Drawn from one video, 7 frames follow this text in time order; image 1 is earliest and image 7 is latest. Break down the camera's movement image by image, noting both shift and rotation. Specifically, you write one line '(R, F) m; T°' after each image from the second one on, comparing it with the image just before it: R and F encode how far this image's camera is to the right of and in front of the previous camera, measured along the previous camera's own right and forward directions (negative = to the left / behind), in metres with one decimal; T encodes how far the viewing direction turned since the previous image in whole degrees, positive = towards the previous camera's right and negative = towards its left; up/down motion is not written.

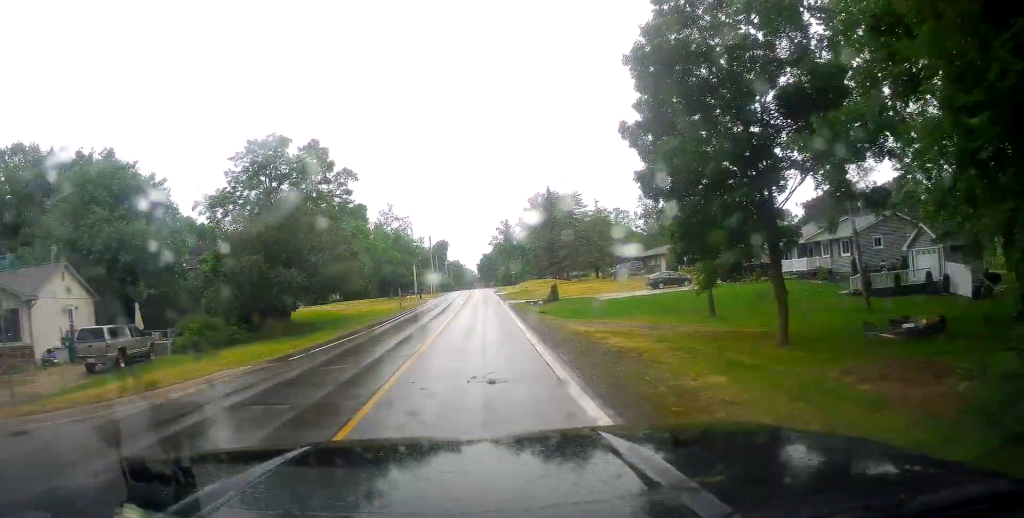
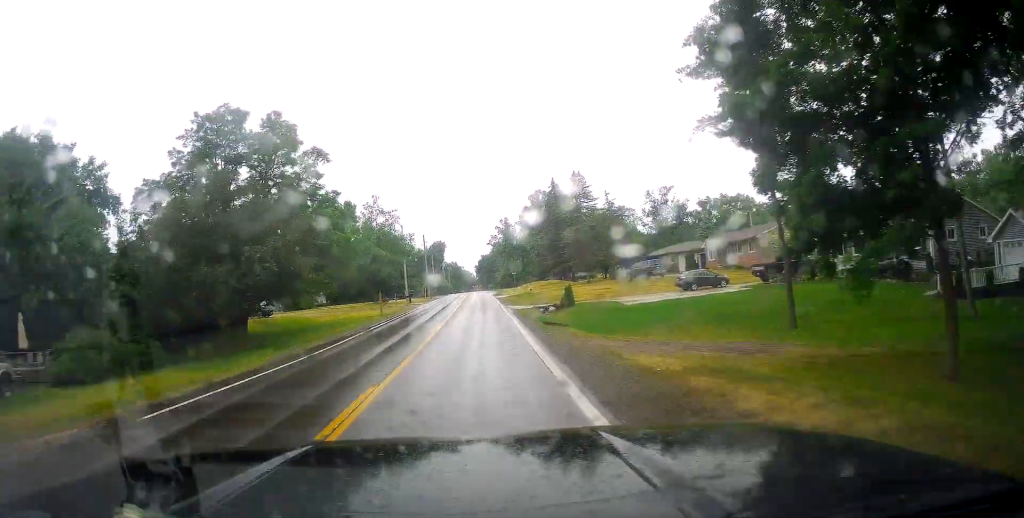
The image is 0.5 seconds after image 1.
(+0.3, +9.0) m; +1°
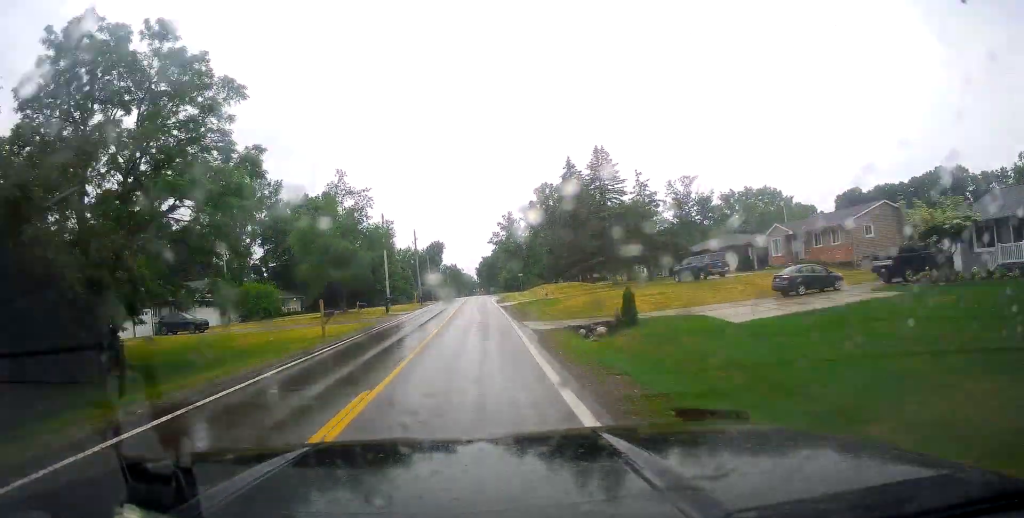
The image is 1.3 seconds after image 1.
(-0.1, +16.0) m; 0°
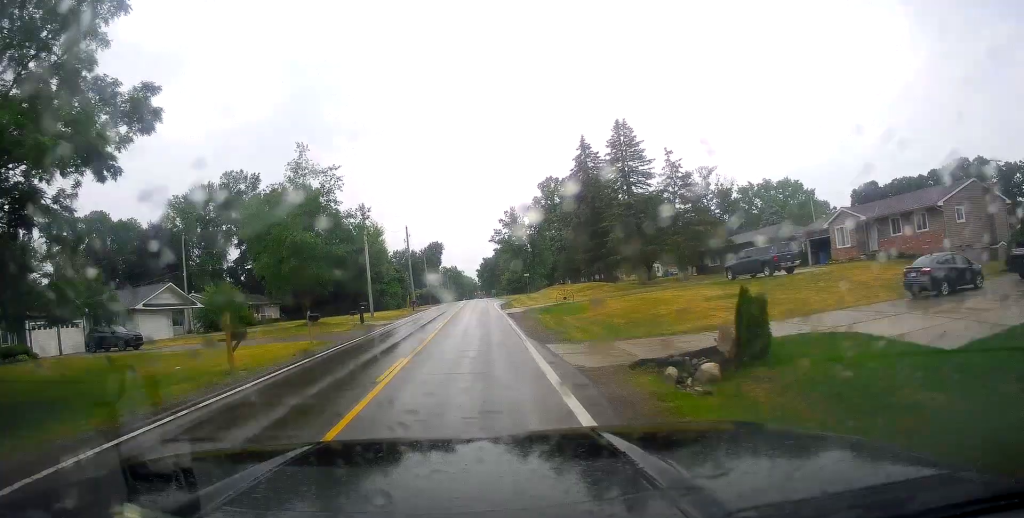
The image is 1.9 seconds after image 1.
(-0.1, +10.8) m; 0°
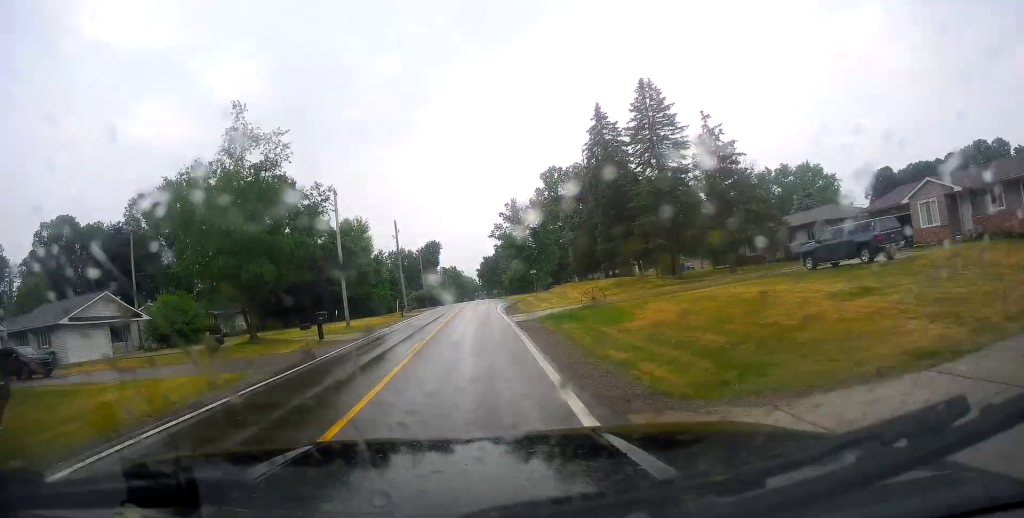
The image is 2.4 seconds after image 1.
(+0.2, +10.0) m; +1°
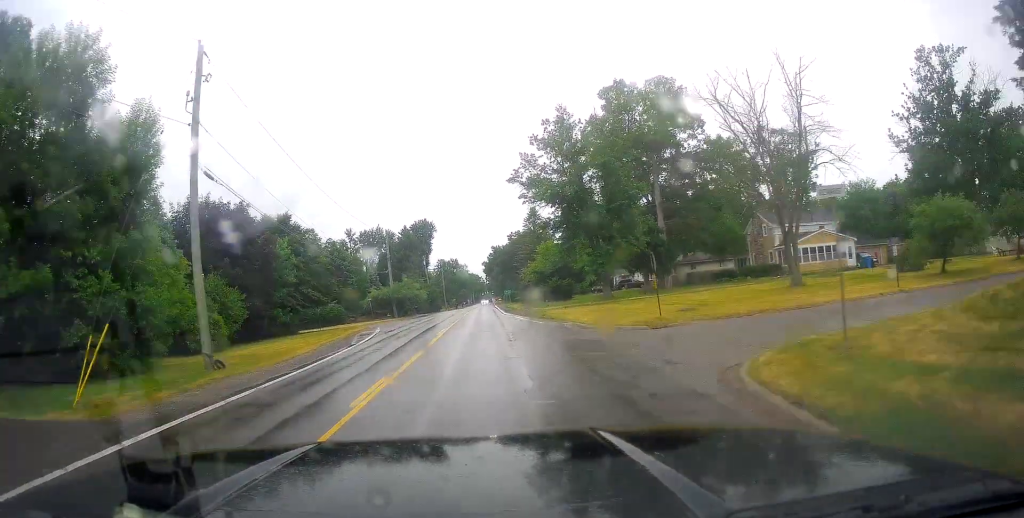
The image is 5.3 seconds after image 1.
(-1.9, +54.4) m; -3°
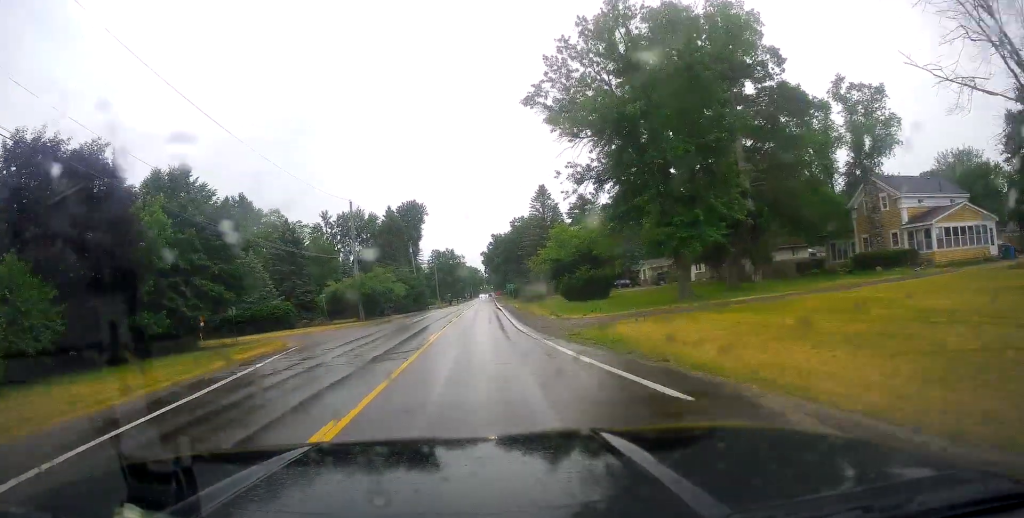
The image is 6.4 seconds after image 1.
(-0.2, +20.9) m; +1°
